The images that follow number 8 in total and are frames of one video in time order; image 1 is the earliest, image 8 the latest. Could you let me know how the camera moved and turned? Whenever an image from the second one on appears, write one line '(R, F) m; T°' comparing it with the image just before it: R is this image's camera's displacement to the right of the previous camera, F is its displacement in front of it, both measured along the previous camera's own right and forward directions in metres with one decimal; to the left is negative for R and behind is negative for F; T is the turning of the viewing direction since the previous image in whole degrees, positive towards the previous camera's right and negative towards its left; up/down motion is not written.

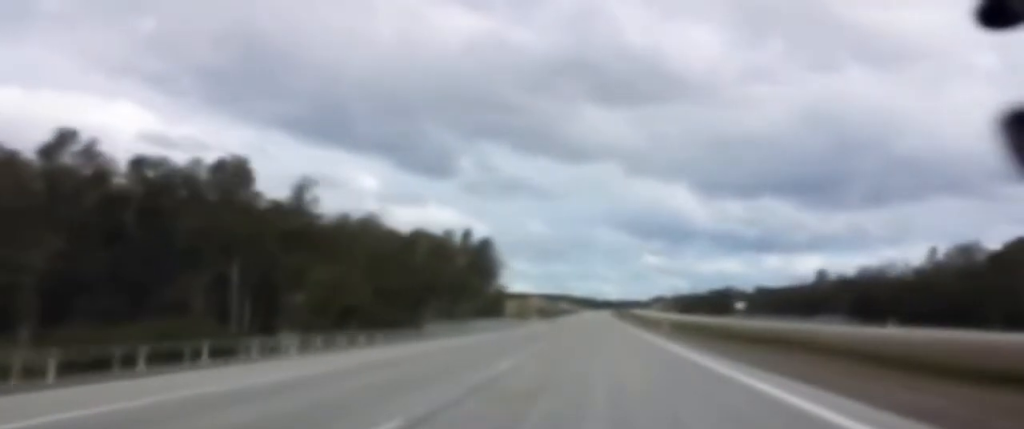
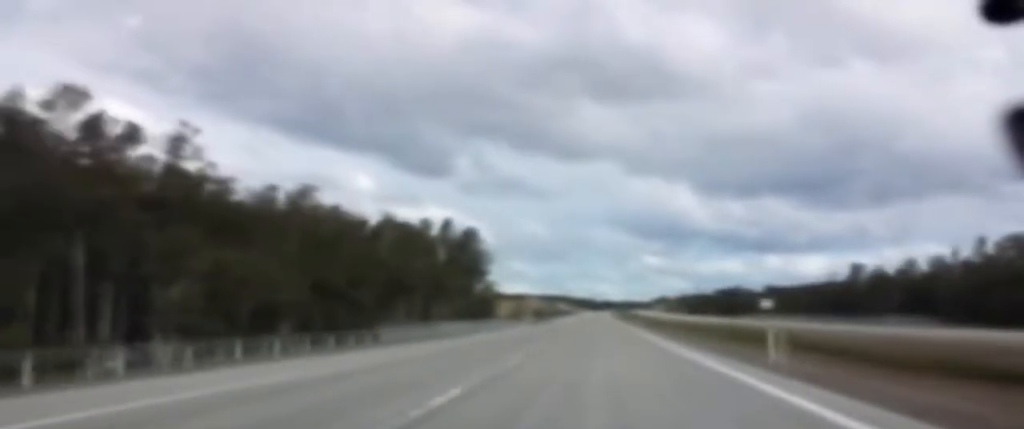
(+0.4, +30.2) m; 0°
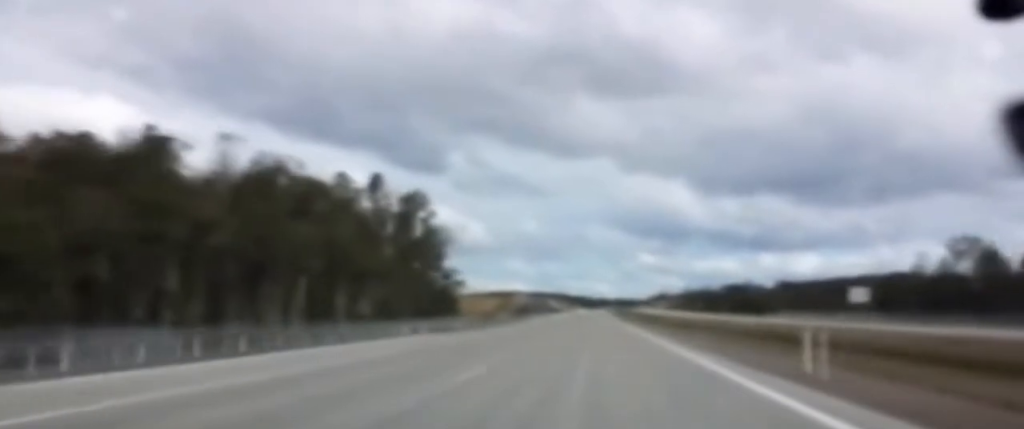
(-0.3, +64.8) m; +1°
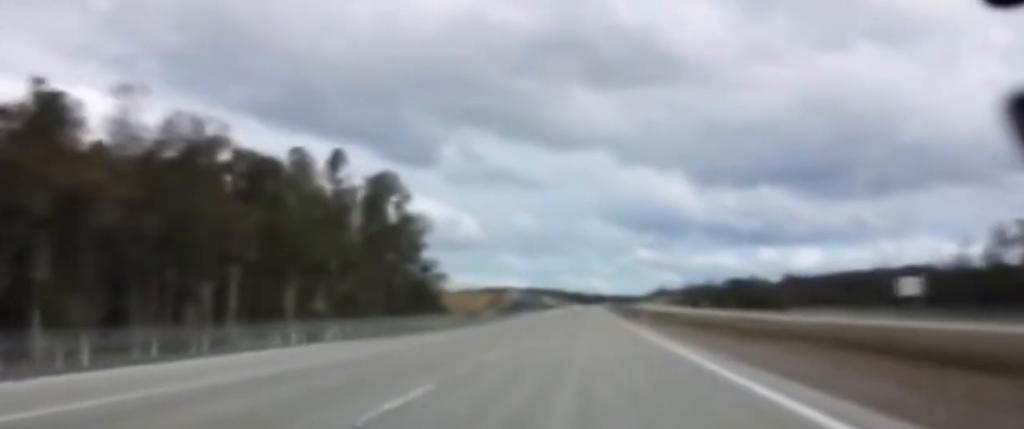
(+0.1, +16.2) m; 0°
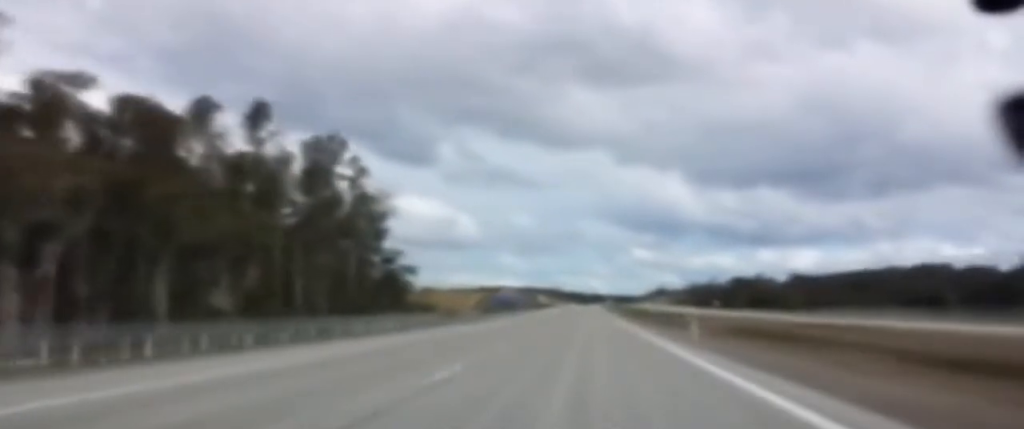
(0.0, +30.2) m; 0°
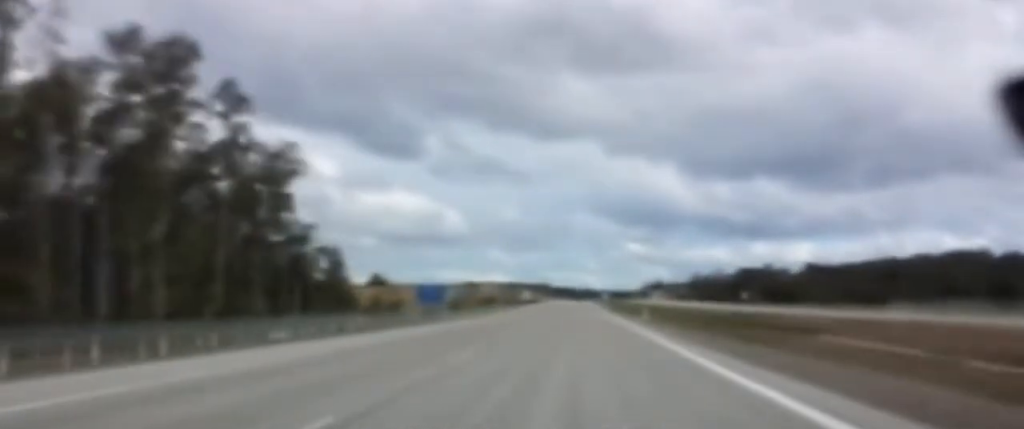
(-0.4, +41.1) m; -1°
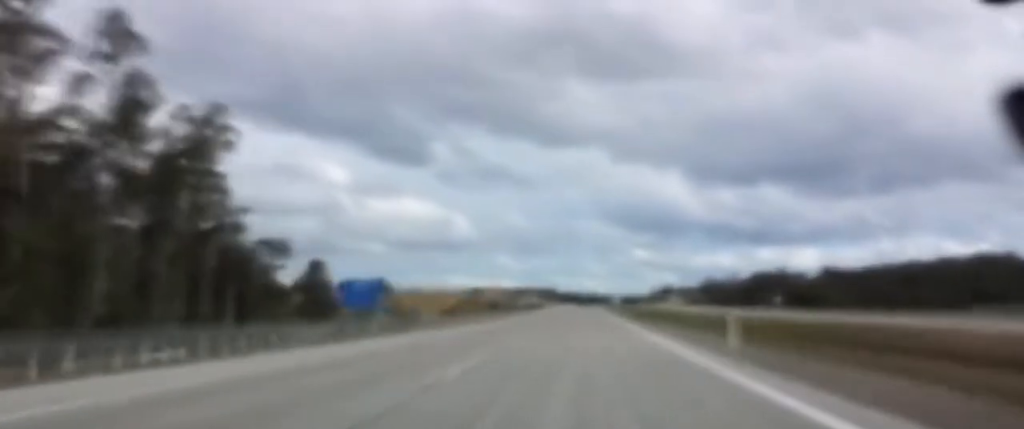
(0.0, +25.2) m; 0°
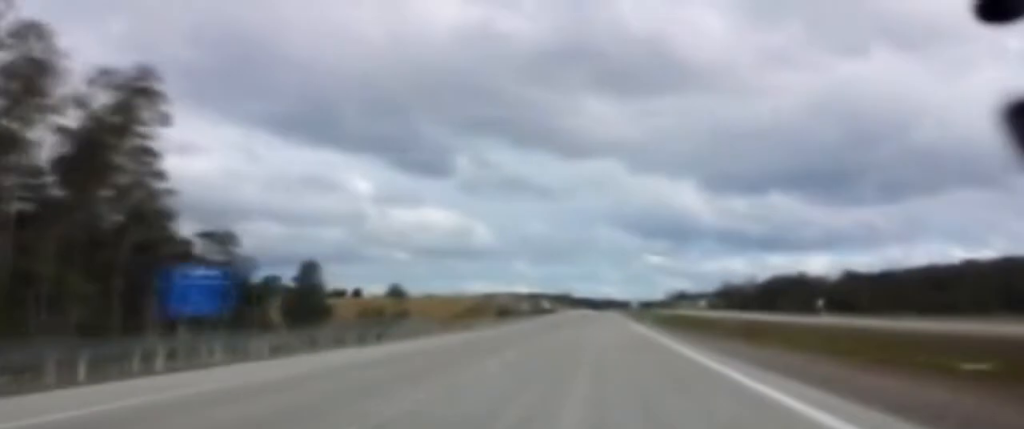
(+0.1, +20.2) m; 0°
